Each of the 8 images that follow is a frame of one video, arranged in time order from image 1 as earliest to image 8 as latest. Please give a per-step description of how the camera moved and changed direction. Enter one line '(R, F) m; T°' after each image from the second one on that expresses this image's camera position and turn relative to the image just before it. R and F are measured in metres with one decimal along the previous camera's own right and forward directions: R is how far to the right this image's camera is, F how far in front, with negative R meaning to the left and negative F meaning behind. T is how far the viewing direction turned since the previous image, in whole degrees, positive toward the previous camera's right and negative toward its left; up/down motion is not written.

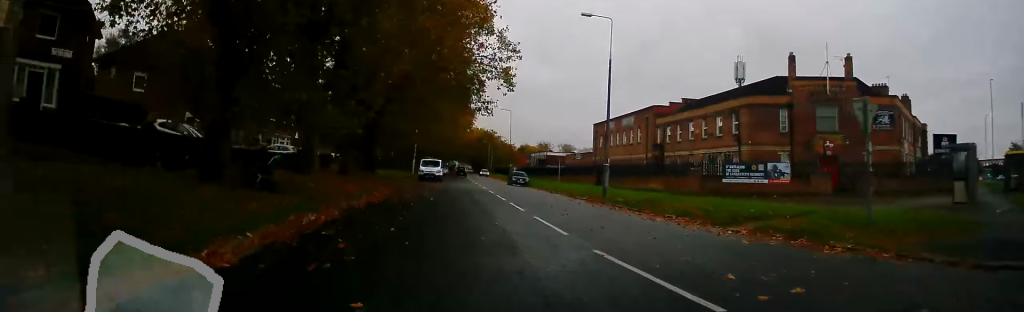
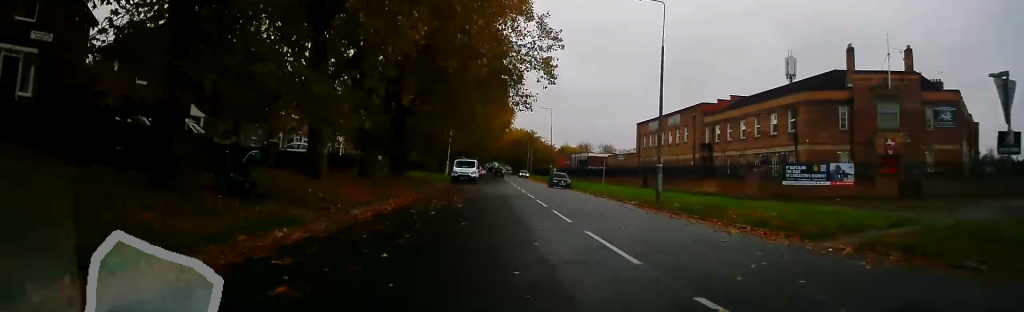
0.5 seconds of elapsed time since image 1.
(-0.2, +3.6) m; -4°
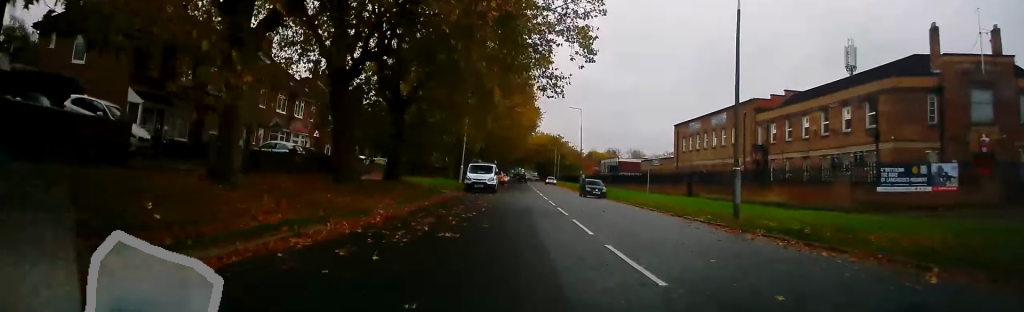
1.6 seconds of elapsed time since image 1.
(0.0, +8.0) m; -2°
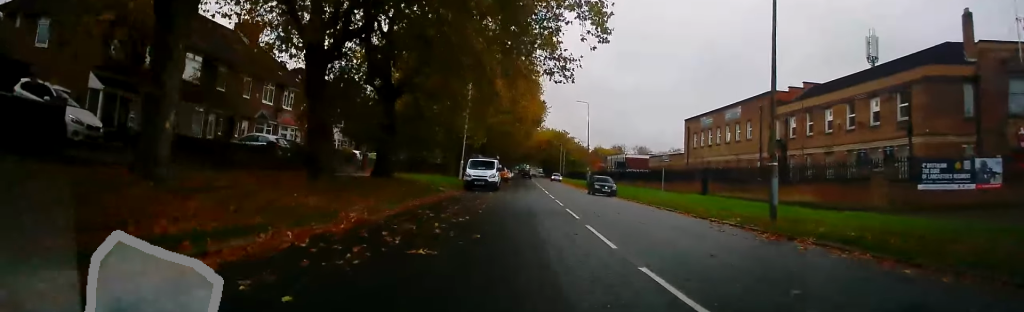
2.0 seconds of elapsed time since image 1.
(0.0, +3.1) m; -1°
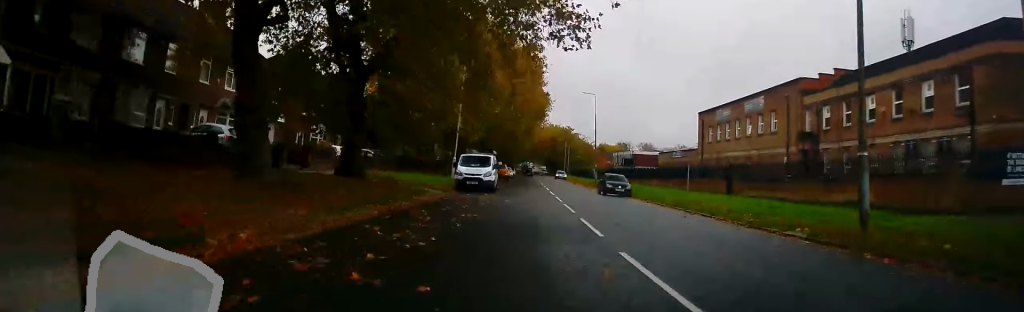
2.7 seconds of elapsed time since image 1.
(-0.1, +5.2) m; -2°
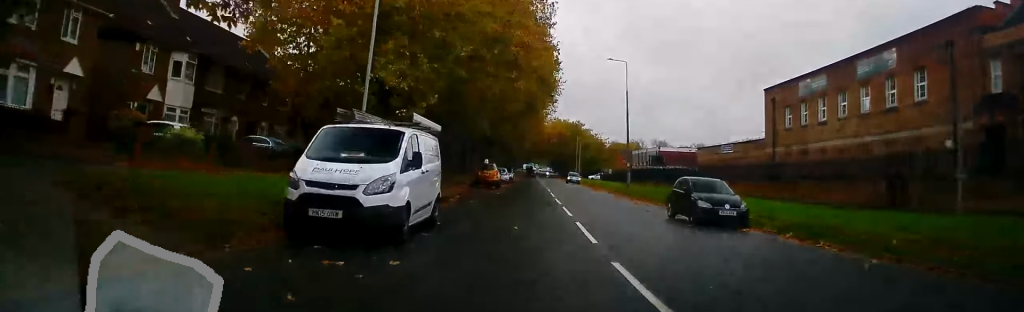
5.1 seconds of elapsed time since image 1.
(-0.4, +20.7) m; 0°
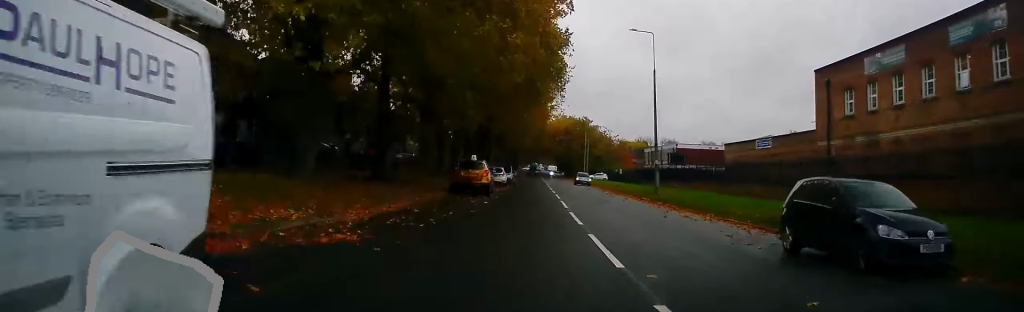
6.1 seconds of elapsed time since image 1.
(+0.1, +9.9) m; +1°
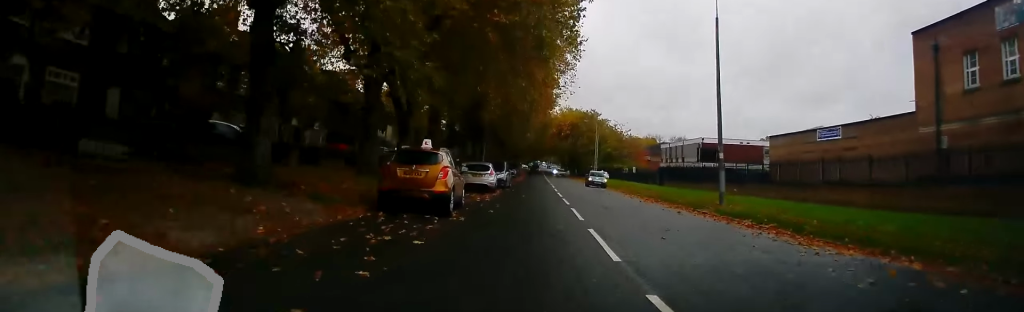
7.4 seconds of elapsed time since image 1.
(+0.1, +12.8) m; 0°
